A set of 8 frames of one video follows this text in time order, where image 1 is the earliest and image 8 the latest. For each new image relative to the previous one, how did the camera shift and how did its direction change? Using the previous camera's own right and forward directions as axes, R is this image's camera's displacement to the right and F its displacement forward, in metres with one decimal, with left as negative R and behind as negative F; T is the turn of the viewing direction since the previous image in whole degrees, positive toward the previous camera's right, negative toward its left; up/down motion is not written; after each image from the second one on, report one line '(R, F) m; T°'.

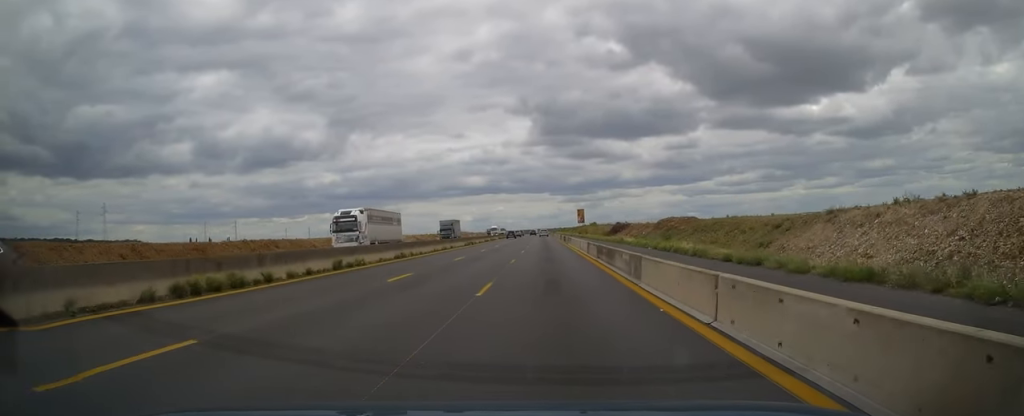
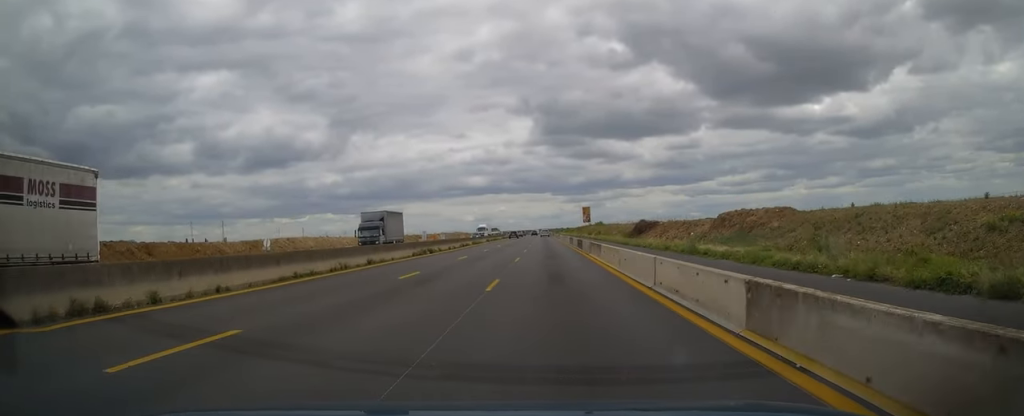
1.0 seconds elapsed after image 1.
(0.0, +25.0) m; 0°
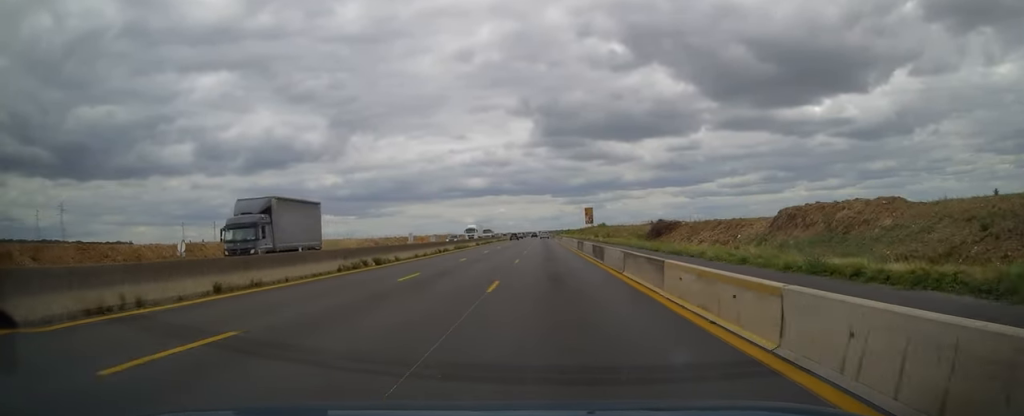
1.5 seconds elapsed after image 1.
(0.0, +13.1) m; 0°
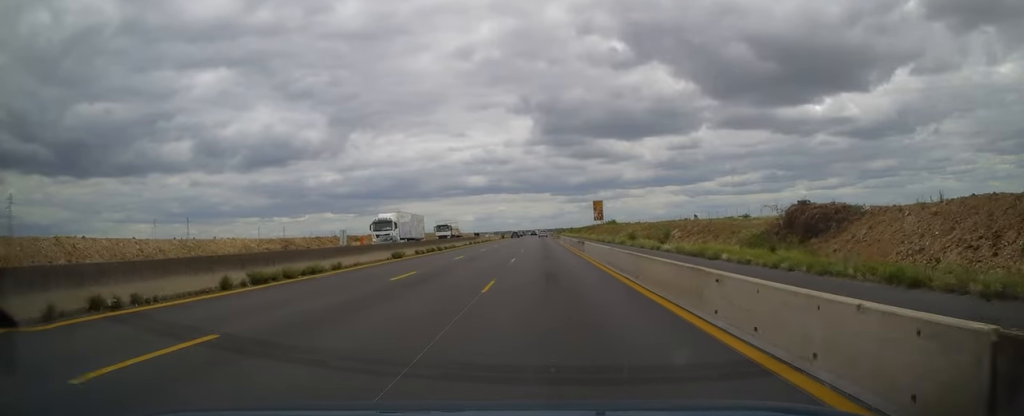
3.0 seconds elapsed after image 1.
(-0.1, +39.2) m; 0°
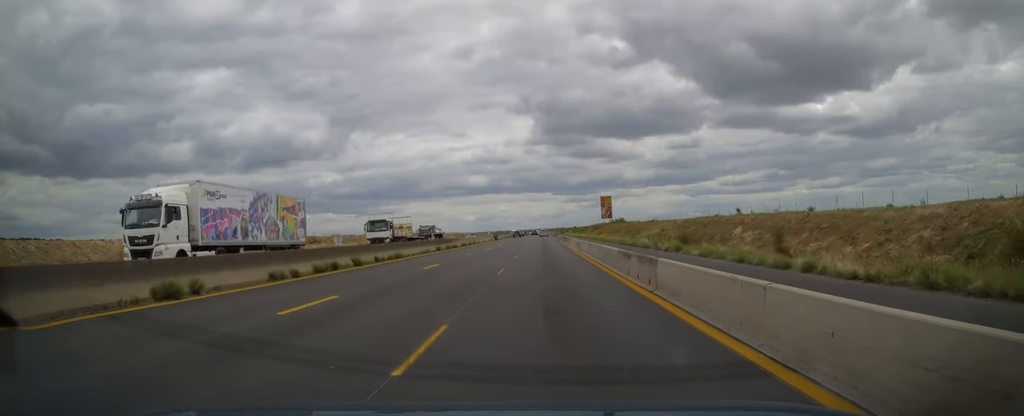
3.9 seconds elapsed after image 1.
(0.0, +20.7) m; 0°
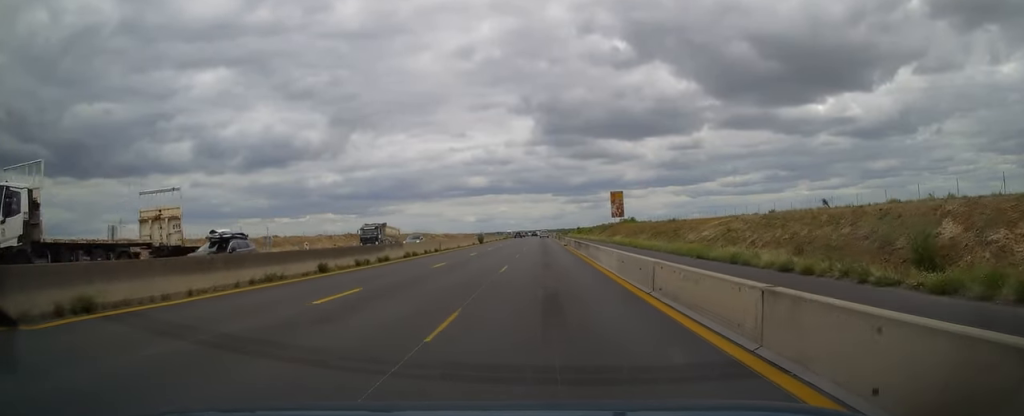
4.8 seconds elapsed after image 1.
(0.0, +24.1) m; 0°
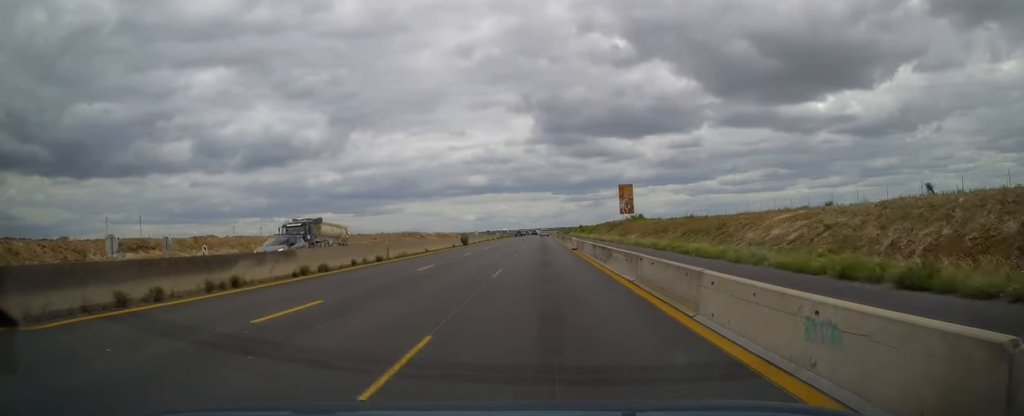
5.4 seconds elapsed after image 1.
(0.0, +15.6) m; 0°
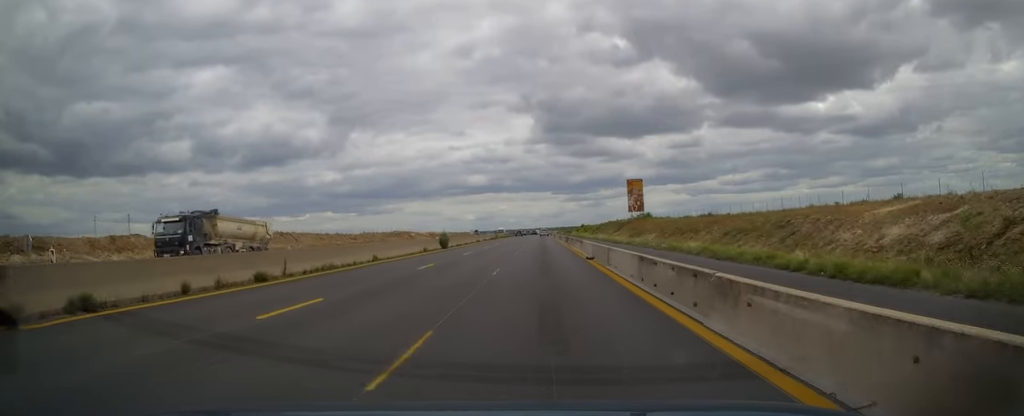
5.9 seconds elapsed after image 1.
(0.0, +12.7) m; 0°
